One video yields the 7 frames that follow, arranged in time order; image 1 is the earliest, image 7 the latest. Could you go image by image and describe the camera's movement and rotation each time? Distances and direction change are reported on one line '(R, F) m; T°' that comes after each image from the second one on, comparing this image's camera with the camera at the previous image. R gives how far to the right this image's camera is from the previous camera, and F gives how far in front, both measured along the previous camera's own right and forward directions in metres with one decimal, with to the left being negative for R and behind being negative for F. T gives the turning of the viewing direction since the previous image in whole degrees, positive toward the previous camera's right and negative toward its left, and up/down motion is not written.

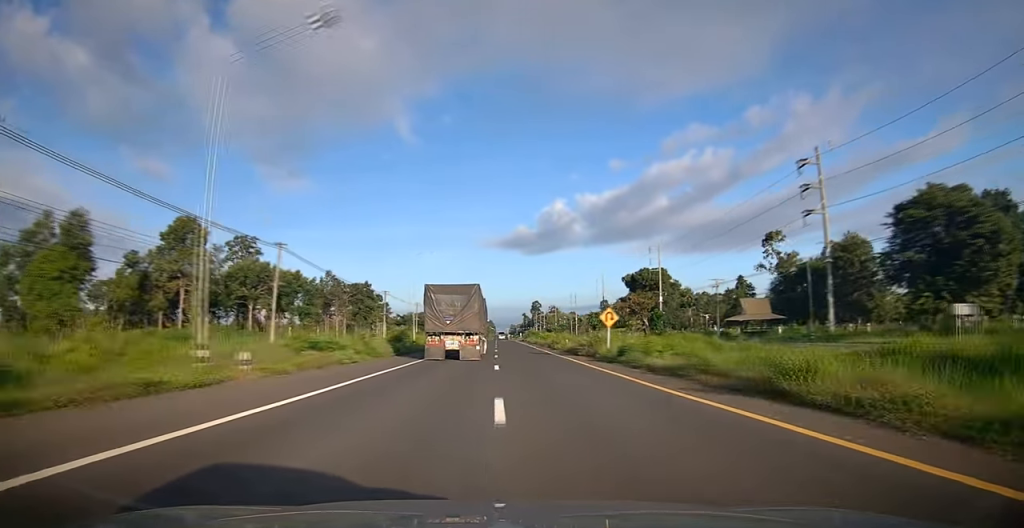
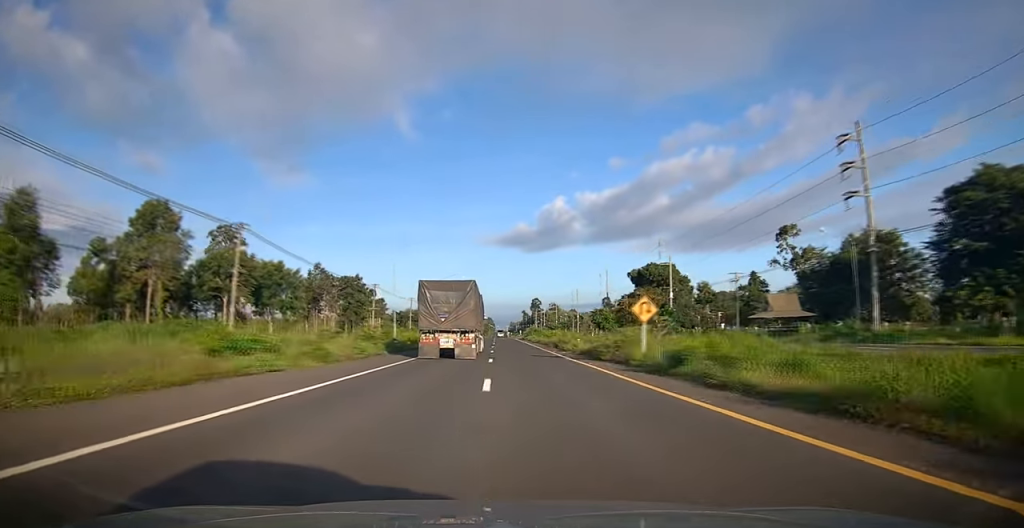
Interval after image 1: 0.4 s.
(+0.2, +7.8) m; 0°
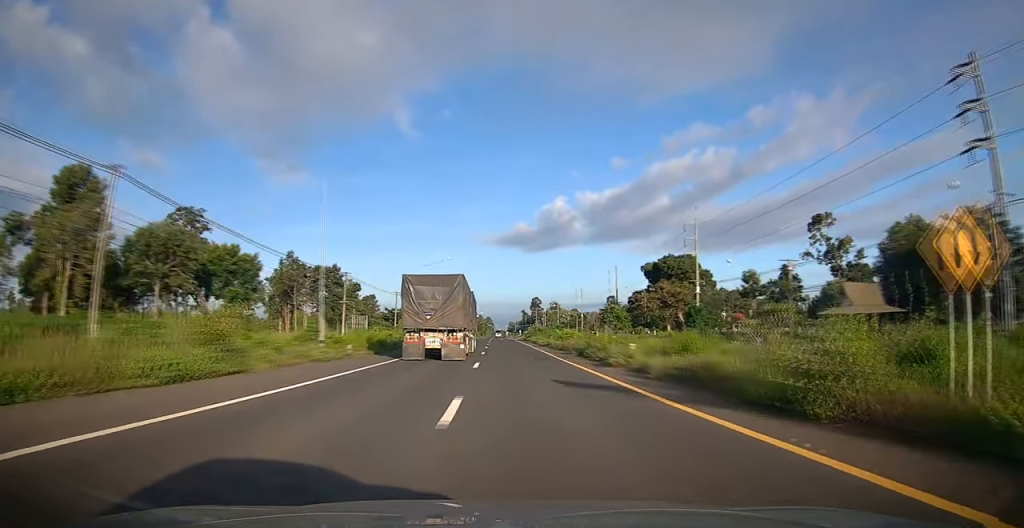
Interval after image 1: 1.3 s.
(-0.3, +15.9) m; -1°
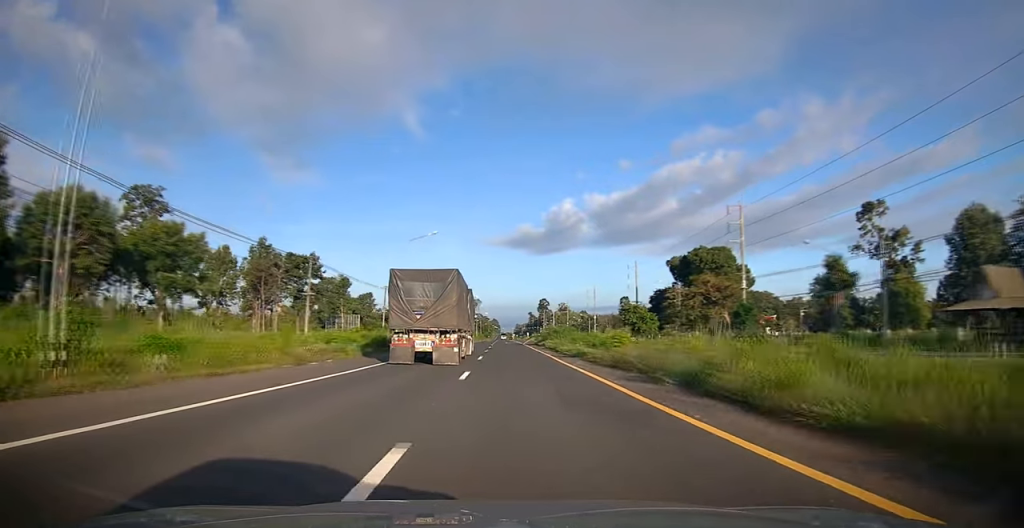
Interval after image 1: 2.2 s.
(+0.1, +16.3) m; +1°
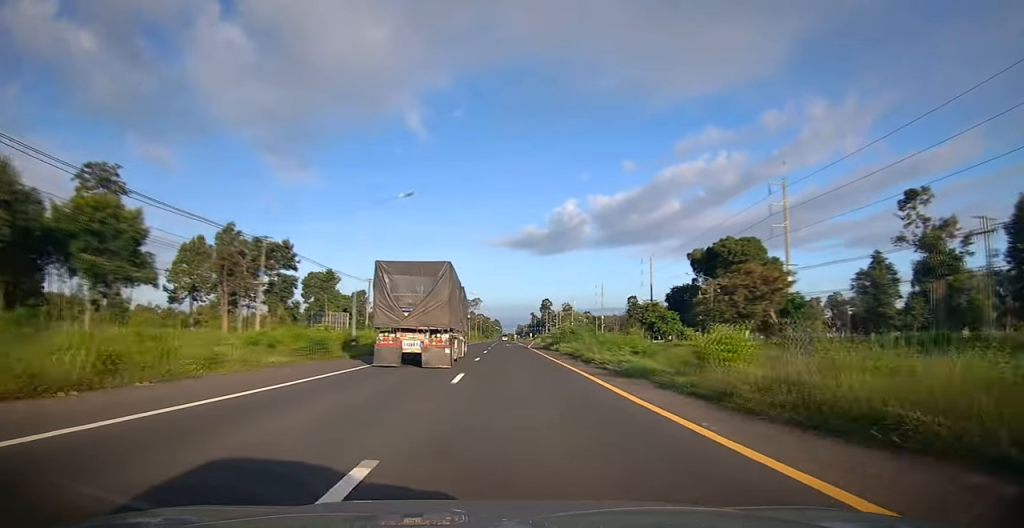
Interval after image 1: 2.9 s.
(+0.1, +12.9) m; 0°
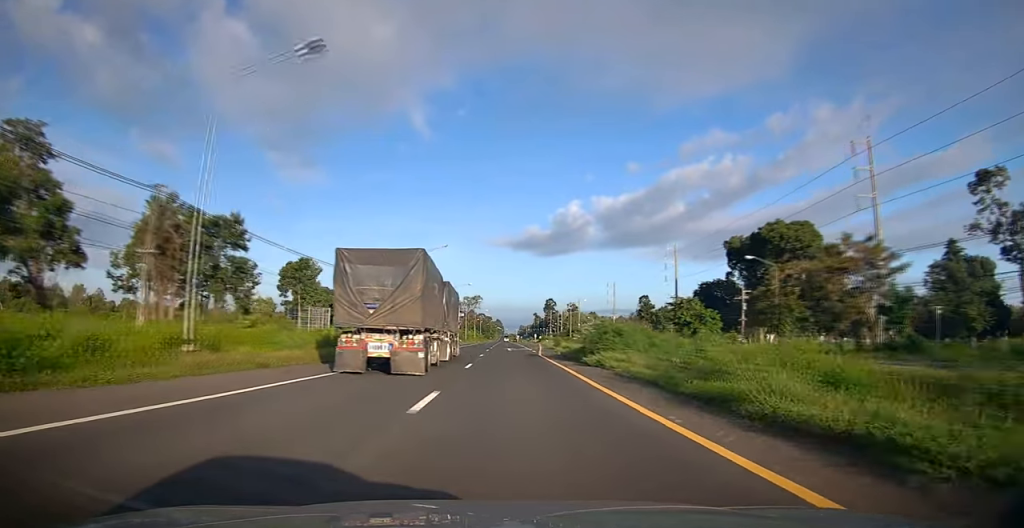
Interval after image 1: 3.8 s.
(-0.1, +17.0) m; 0°
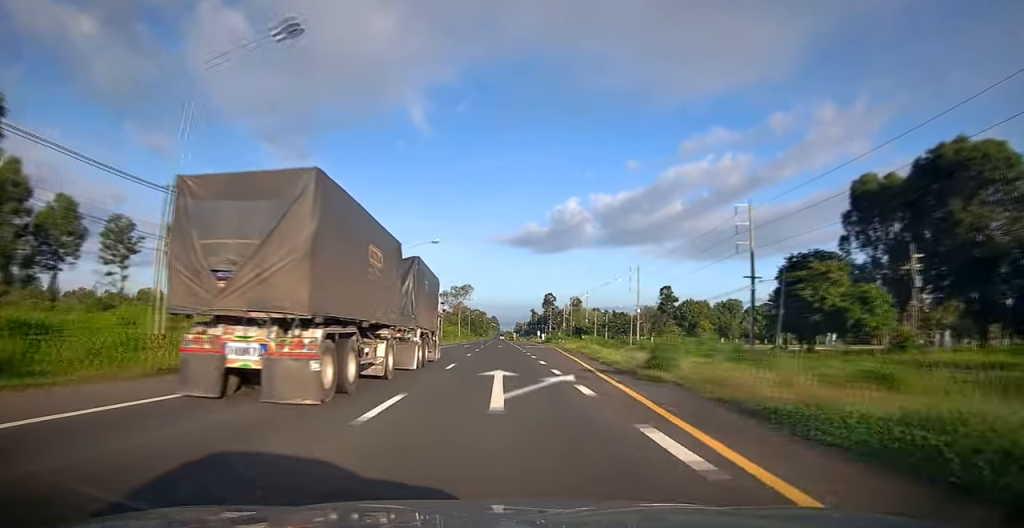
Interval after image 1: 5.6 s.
(+0.3, +36.7) m; +1°
